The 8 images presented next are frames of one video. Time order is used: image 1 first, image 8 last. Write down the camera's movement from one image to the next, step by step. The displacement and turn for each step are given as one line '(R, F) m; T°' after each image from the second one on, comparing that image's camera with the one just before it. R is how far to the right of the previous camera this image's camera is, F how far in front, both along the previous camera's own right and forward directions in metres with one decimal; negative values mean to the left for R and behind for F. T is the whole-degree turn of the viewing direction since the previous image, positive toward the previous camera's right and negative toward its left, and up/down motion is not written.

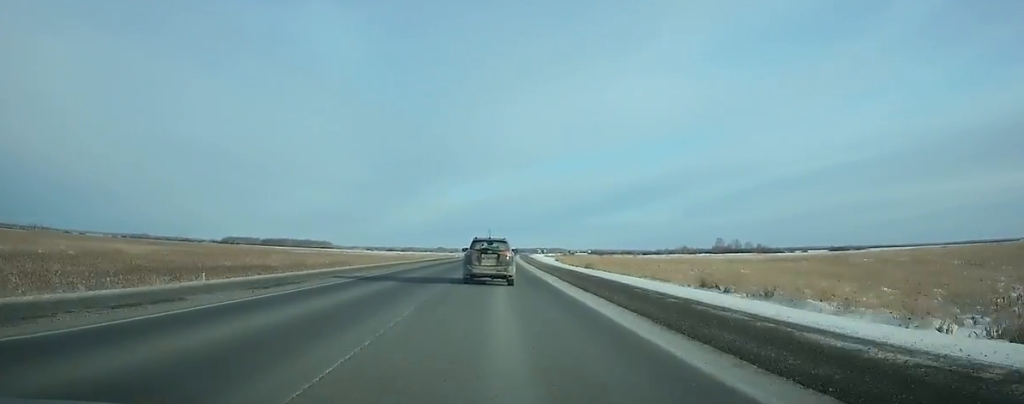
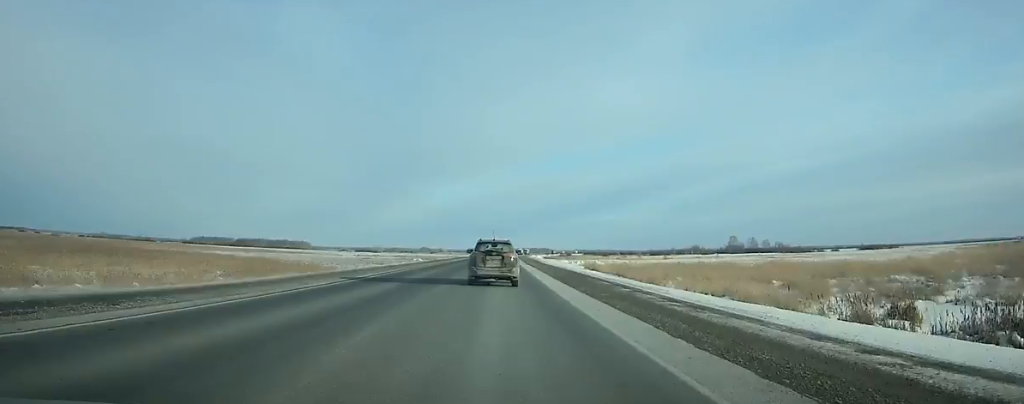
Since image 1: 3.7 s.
(+1.2, +87.2) m; +2°
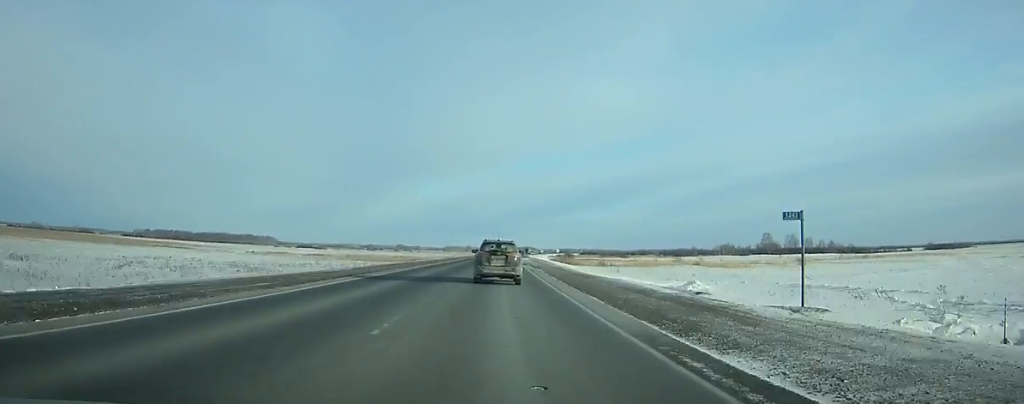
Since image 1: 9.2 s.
(+2.3, +130.3) m; +2°
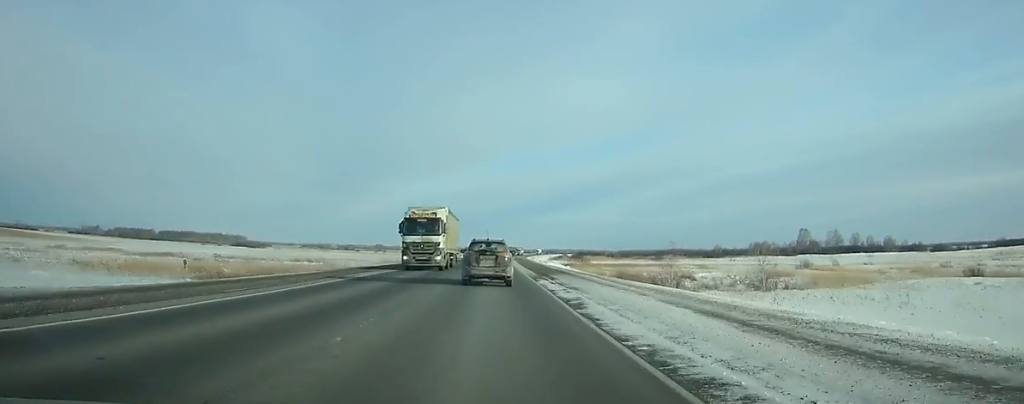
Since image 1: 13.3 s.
(+0.9, +97.4) m; +1°
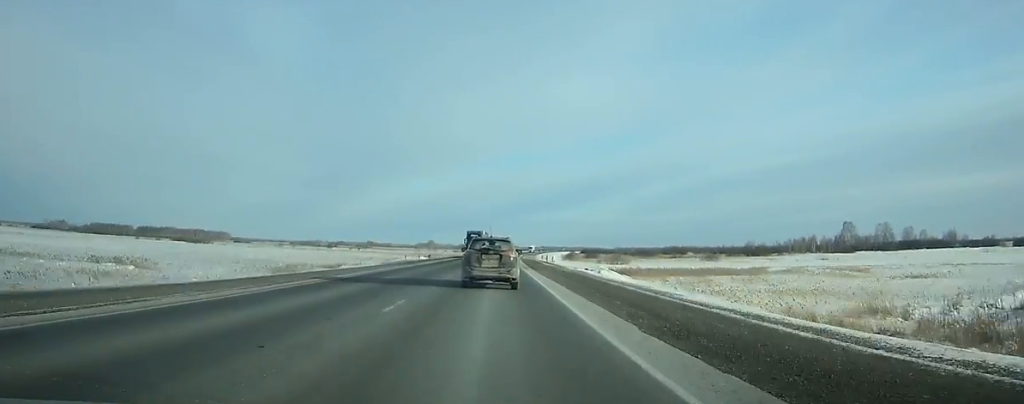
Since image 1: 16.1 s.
(+0.4, +65.8) m; +1°
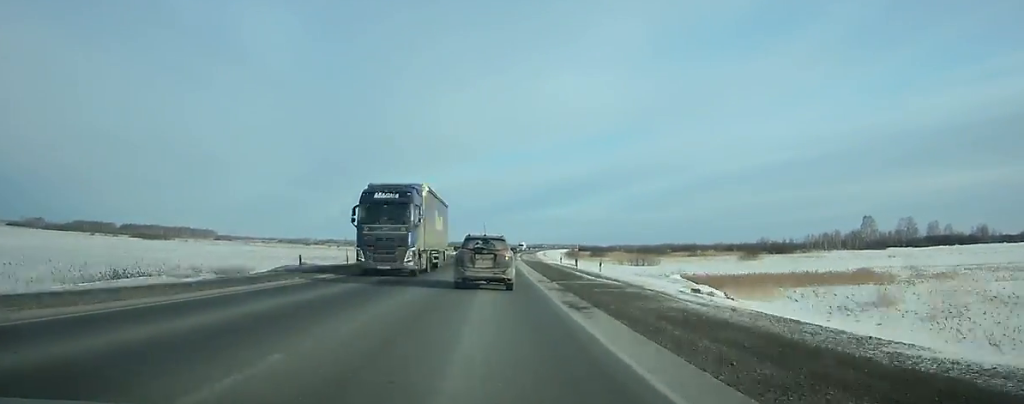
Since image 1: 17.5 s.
(+0.3, +32.2) m; +1°
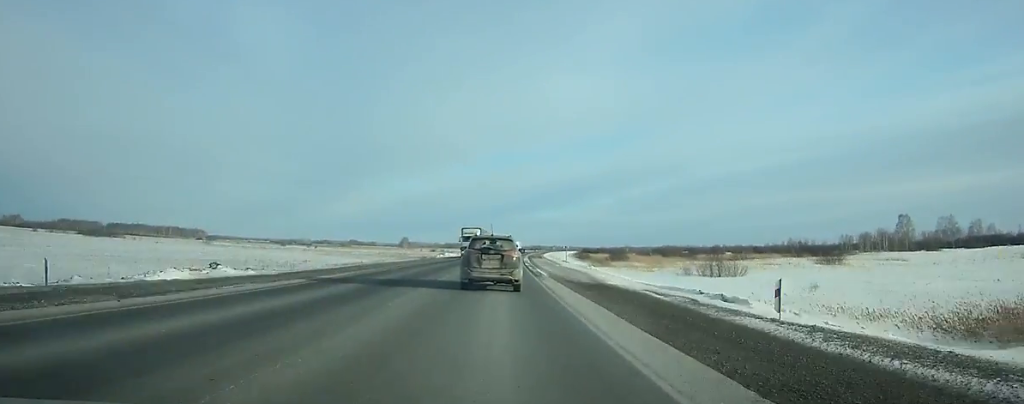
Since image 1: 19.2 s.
(0.0, +39.0) m; +1°
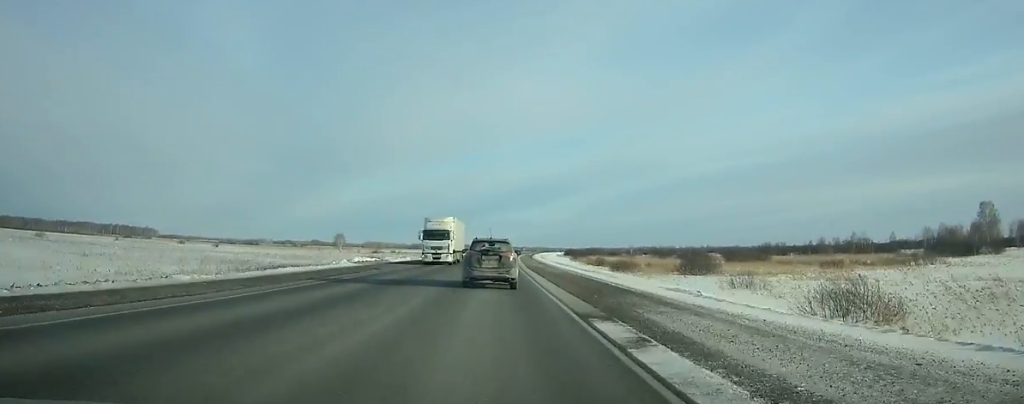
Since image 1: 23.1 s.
(+1.7, +86.6) m; +2°
